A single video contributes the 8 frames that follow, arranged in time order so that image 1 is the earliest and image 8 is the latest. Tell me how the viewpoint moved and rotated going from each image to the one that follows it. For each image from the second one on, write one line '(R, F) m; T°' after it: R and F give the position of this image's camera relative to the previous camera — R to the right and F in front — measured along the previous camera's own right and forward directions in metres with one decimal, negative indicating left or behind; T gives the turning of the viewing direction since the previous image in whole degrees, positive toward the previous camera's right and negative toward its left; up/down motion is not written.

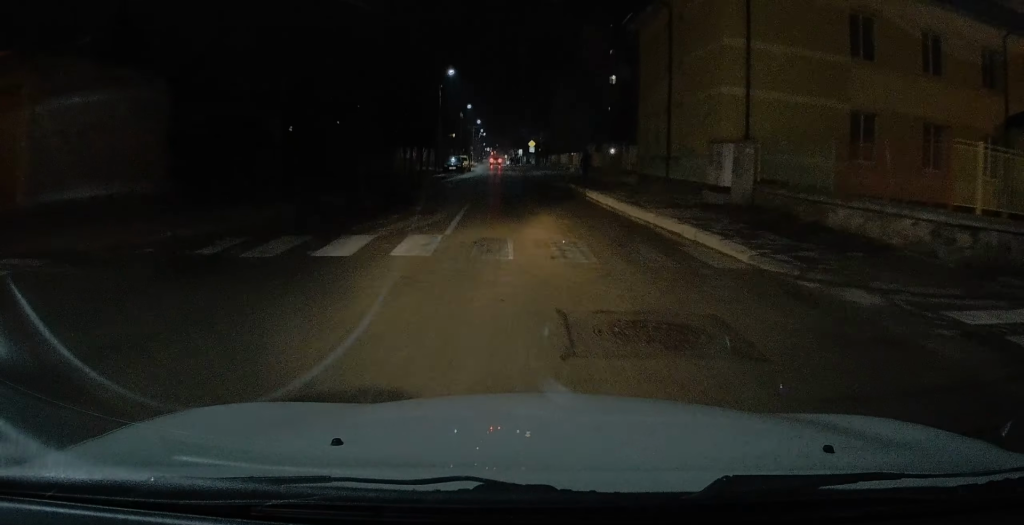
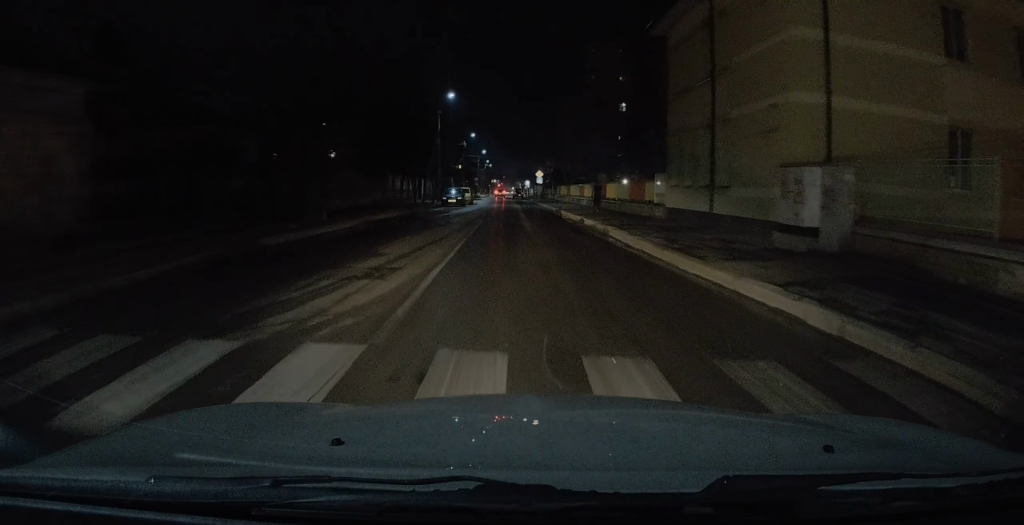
(-0.1, +5.0) m; -2°
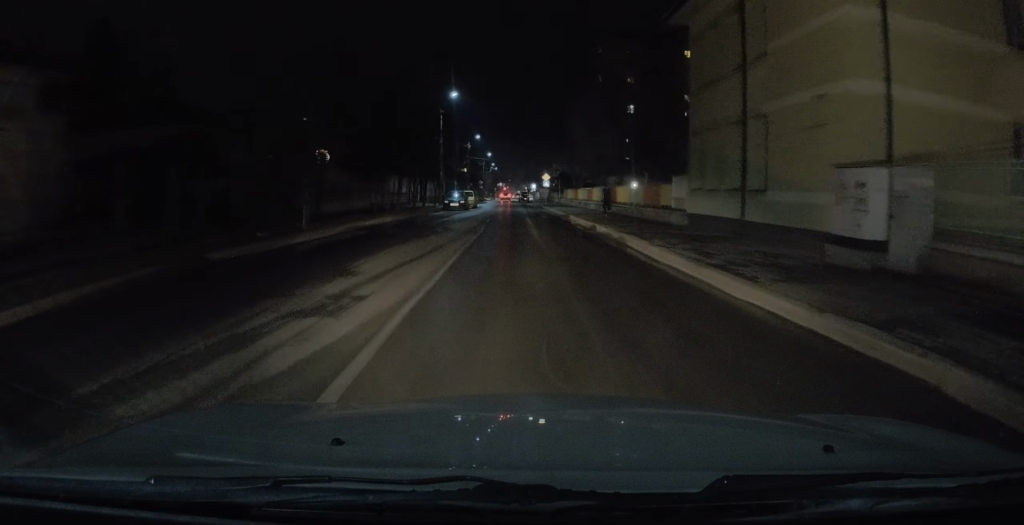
(0.0, +2.4) m; 0°
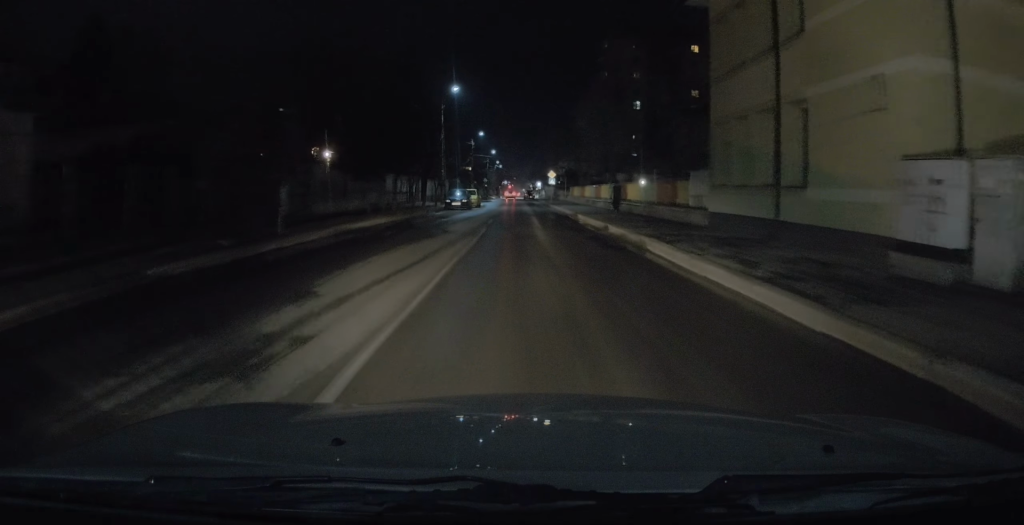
(0.0, +2.1) m; +1°
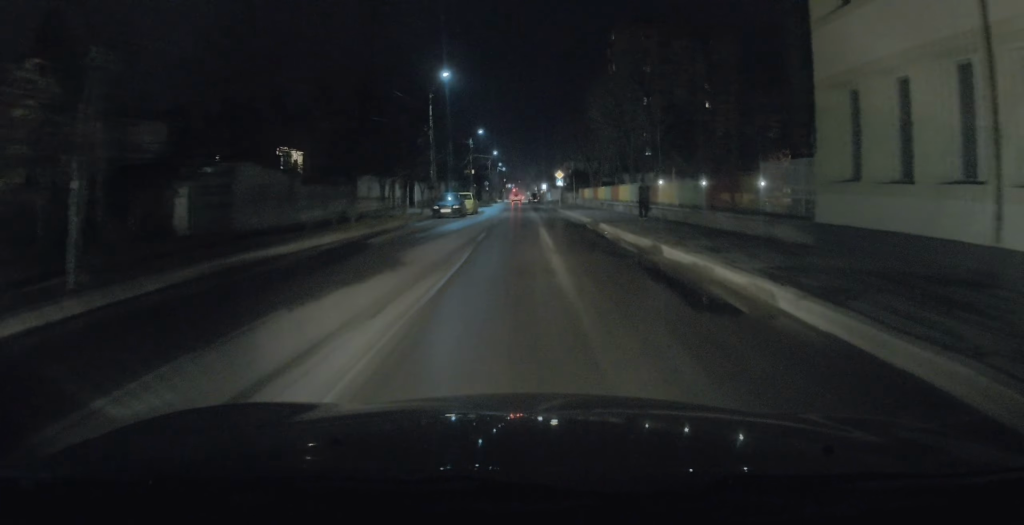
(+0.1, +7.5) m; 0°
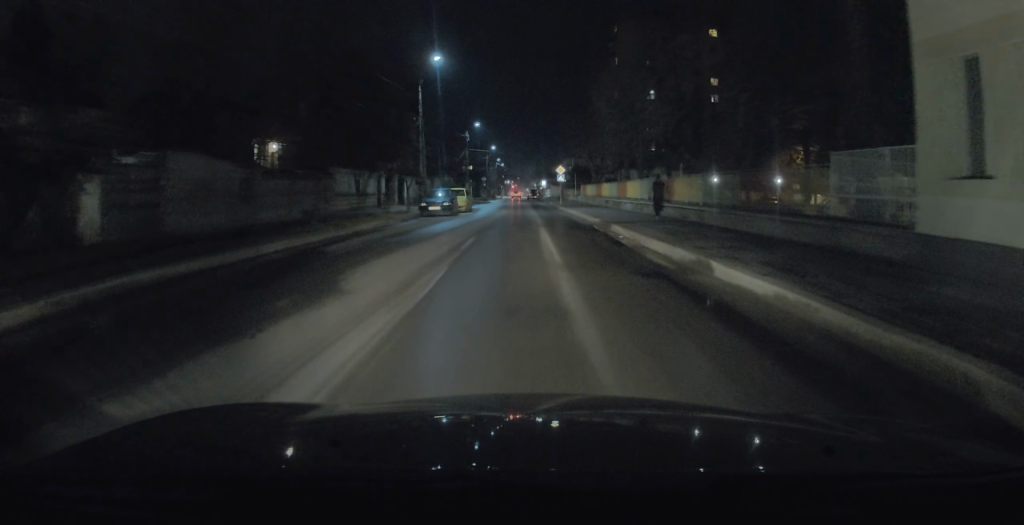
(-0.1, +3.7) m; -1°
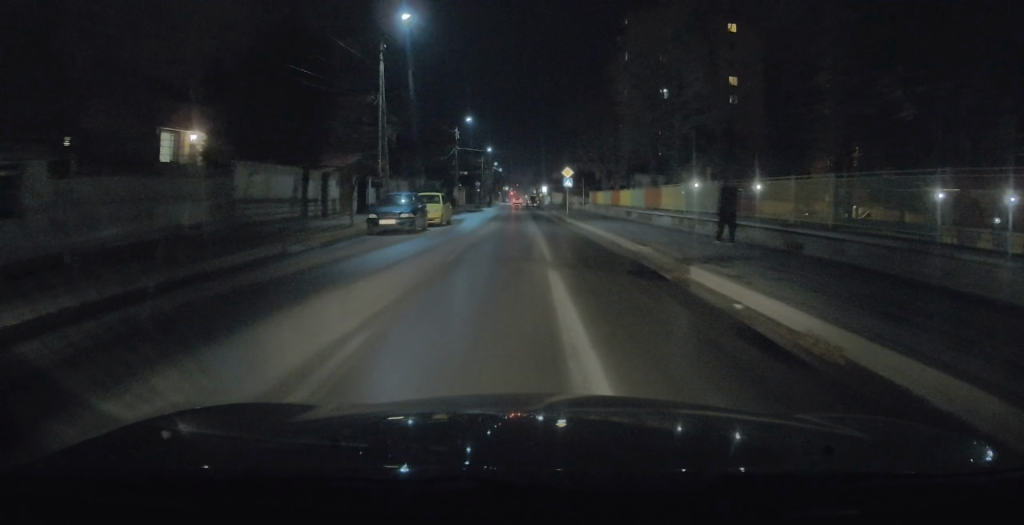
(0.0, +10.1) m; +1°
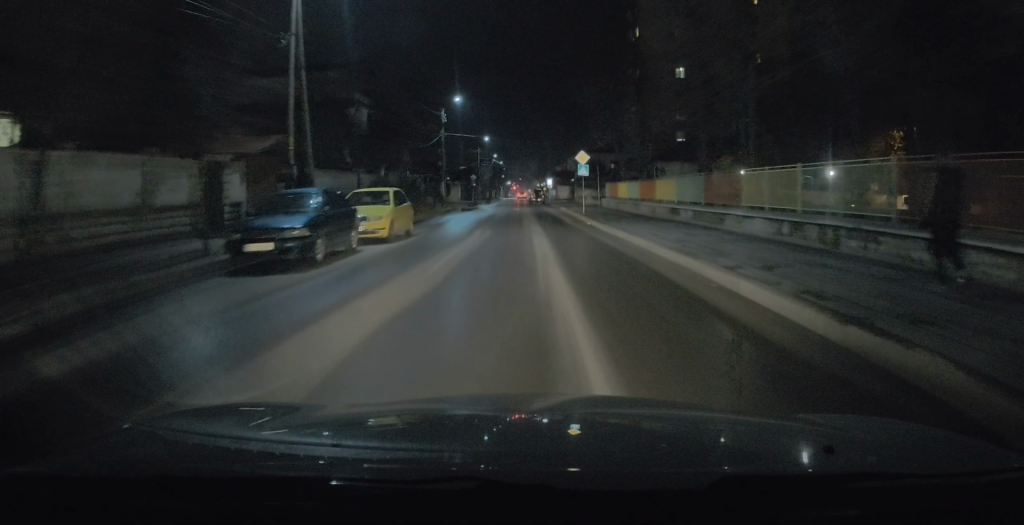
(+0.1, +10.5) m; 0°
